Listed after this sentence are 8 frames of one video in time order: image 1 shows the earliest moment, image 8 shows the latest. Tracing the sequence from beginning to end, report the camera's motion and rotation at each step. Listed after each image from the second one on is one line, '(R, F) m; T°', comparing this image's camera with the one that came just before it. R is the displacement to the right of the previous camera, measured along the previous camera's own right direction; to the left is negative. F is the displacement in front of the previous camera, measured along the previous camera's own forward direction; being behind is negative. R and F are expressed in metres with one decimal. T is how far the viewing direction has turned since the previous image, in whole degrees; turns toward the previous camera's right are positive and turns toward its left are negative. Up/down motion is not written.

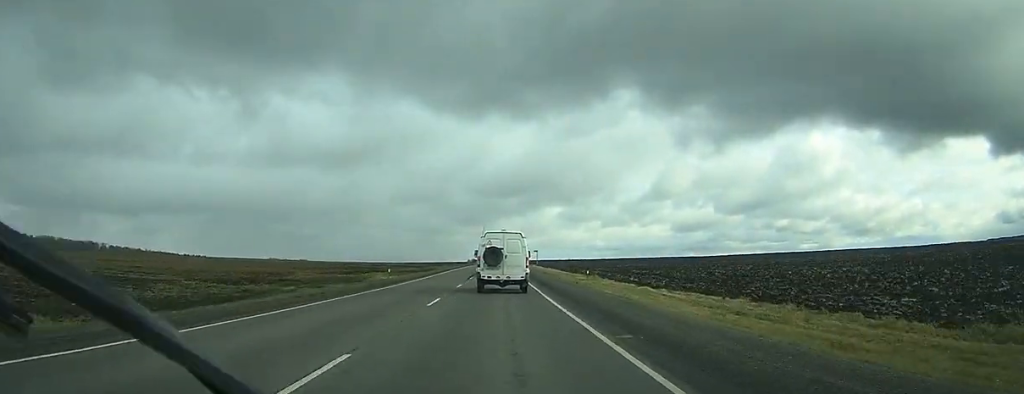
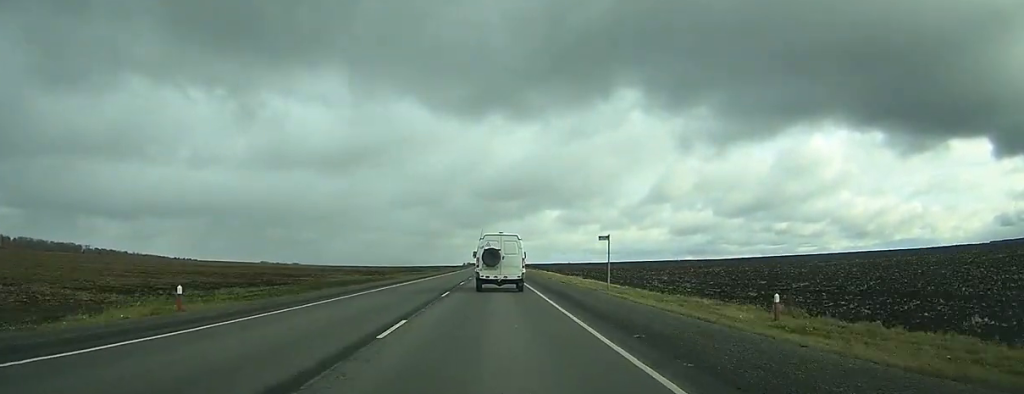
(-0.4, +53.7) m; -1°
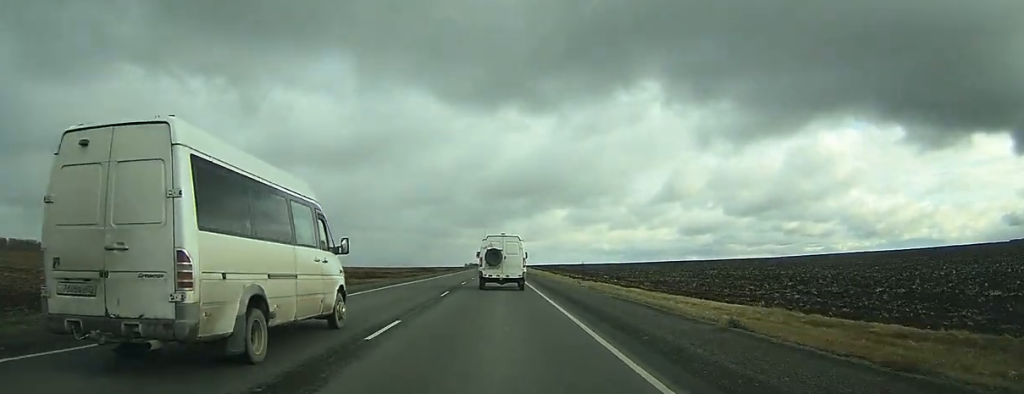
(-0.6, +146.2) m; 0°
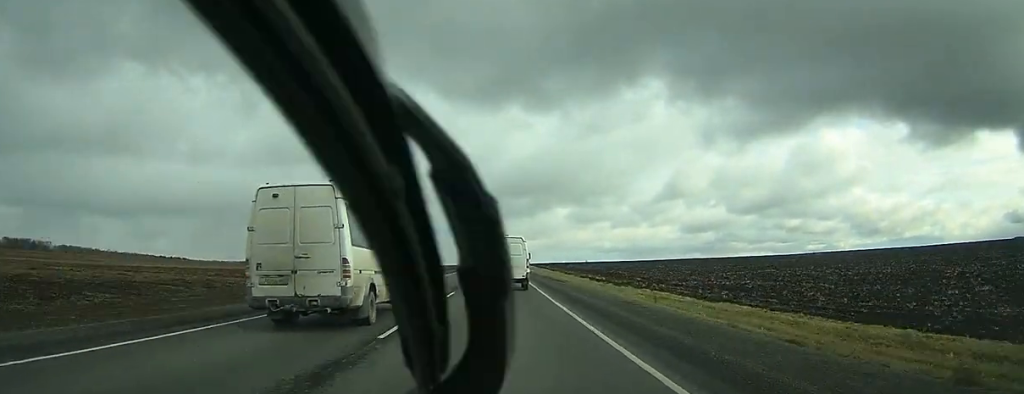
(0.0, +23.2) m; 0°
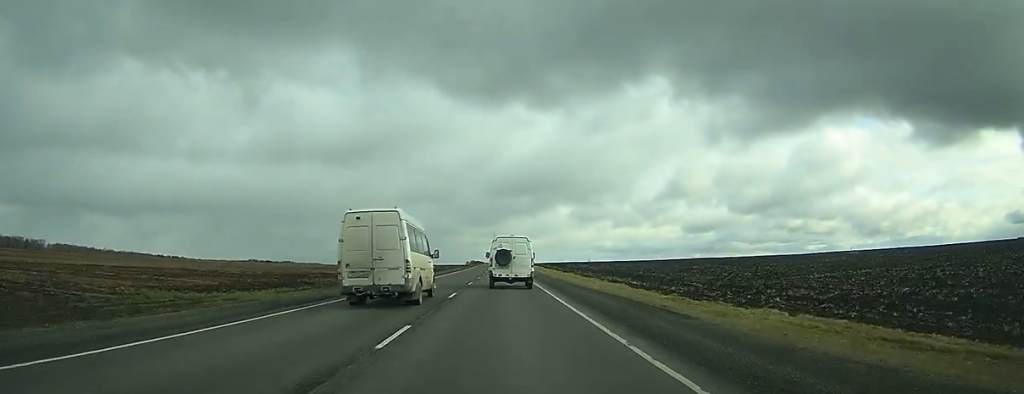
(+0.1, +24.7) m; 0°
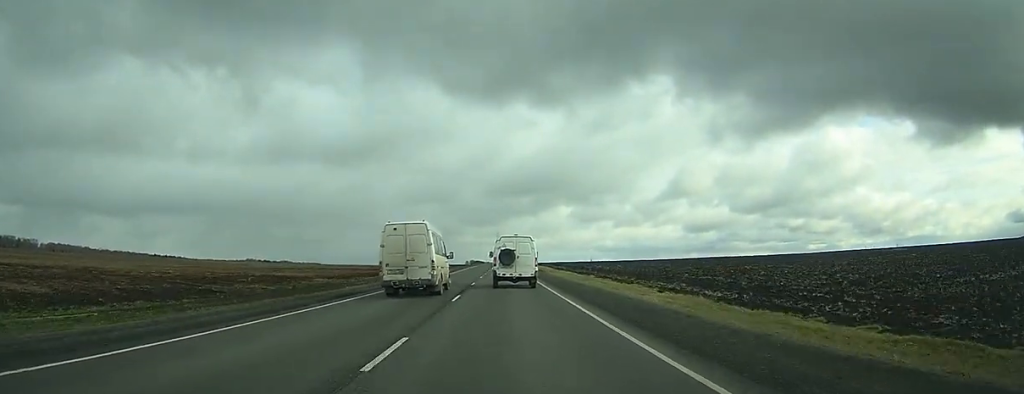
(+0.1, +24.9) m; 0°
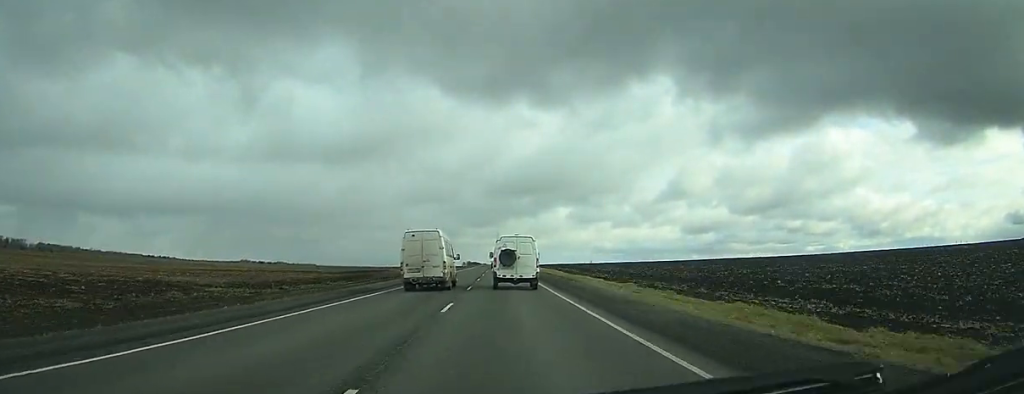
(0.0, +28.9) m; 0°
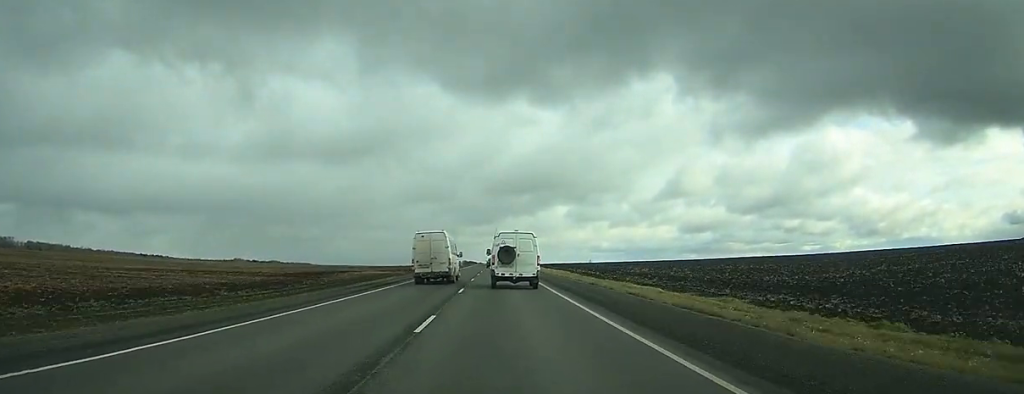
(0.0, +29.0) m; 0°
